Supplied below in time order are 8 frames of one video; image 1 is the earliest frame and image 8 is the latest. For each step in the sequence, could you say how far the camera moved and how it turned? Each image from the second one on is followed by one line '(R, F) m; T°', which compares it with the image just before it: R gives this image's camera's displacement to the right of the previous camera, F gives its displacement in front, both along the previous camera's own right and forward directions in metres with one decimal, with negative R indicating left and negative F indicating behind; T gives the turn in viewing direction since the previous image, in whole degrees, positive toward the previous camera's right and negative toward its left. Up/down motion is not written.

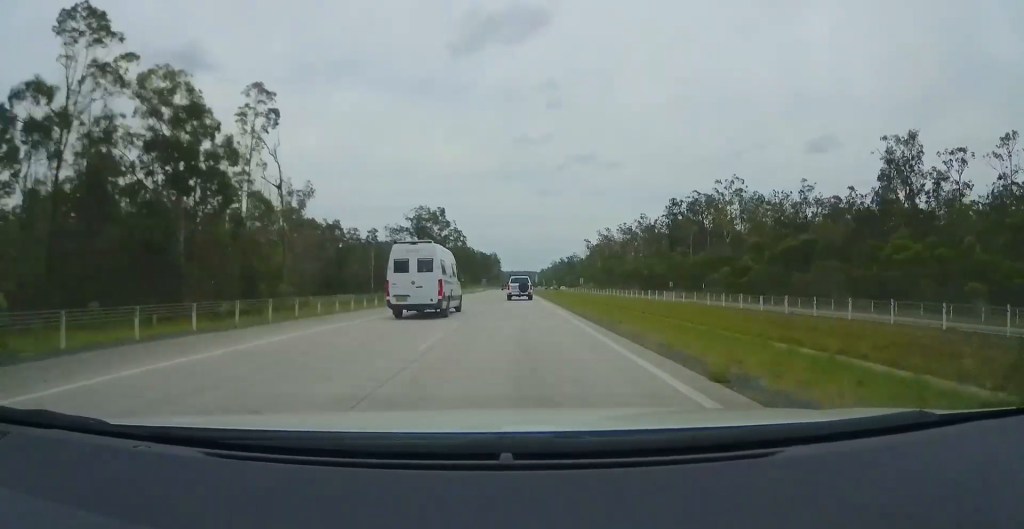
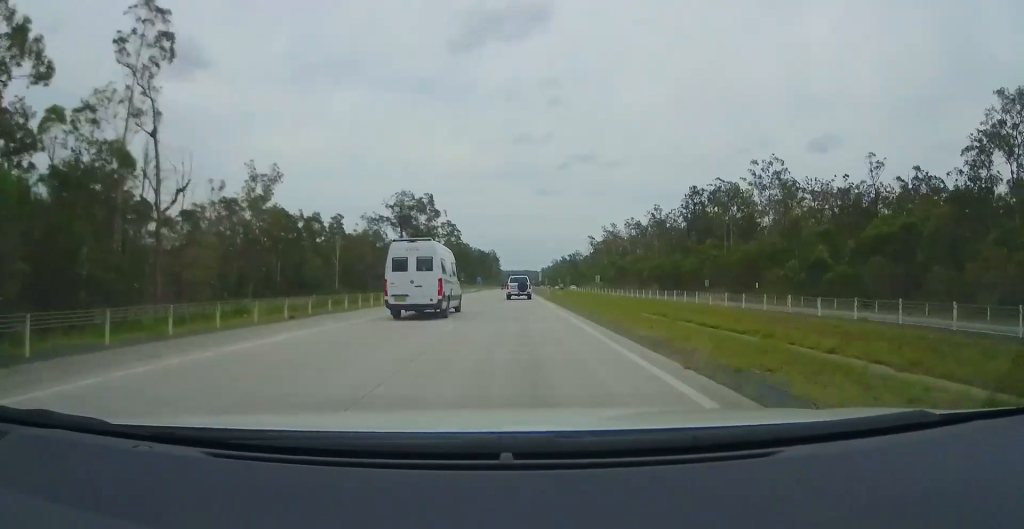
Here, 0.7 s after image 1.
(0.0, +21.8) m; +1°
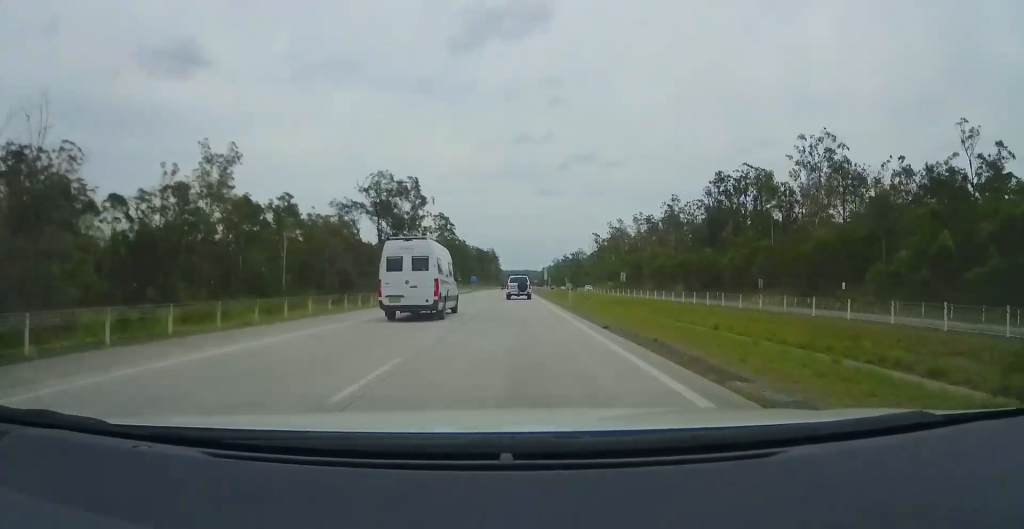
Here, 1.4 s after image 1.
(+0.3, +20.6) m; +1°
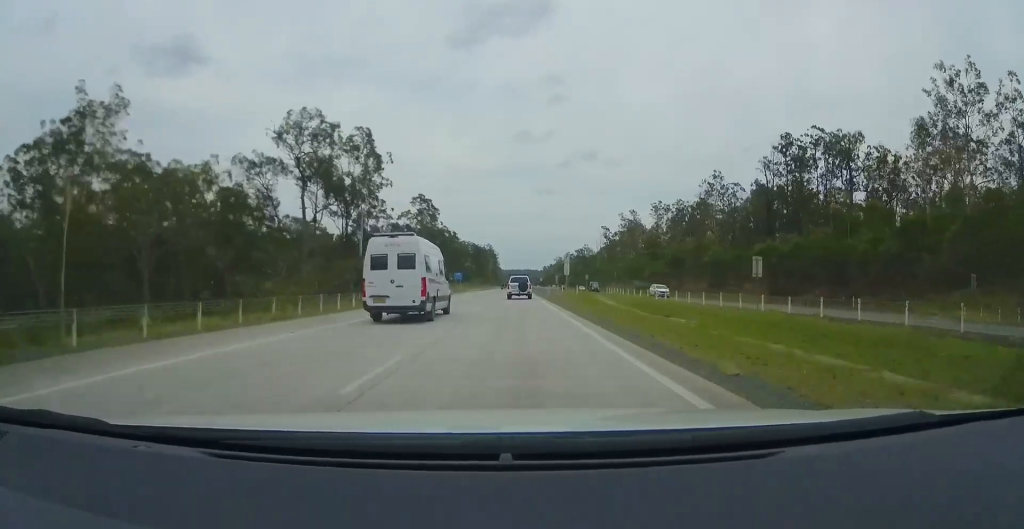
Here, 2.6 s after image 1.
(+0.1, +36.3) m; -1°
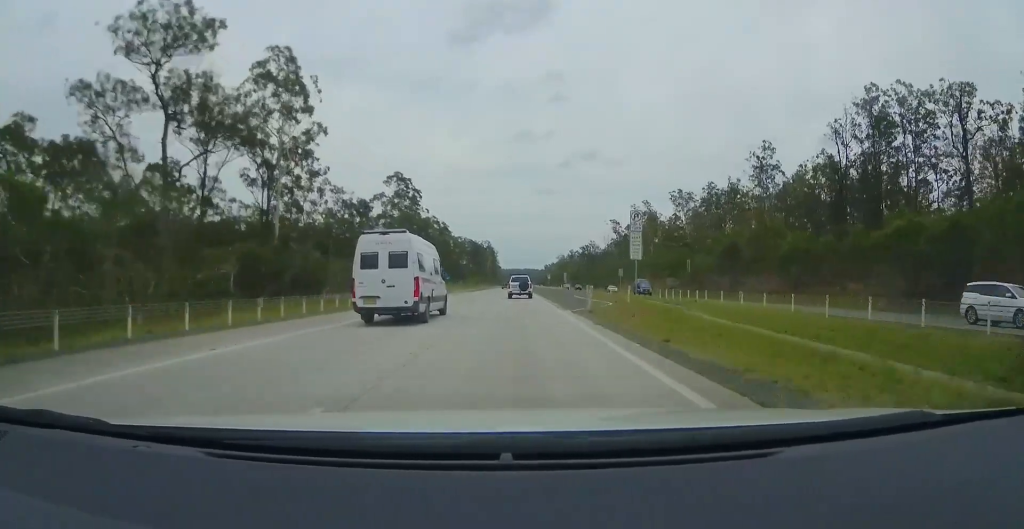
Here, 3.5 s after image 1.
(-0.5, +27.8) m; 0°
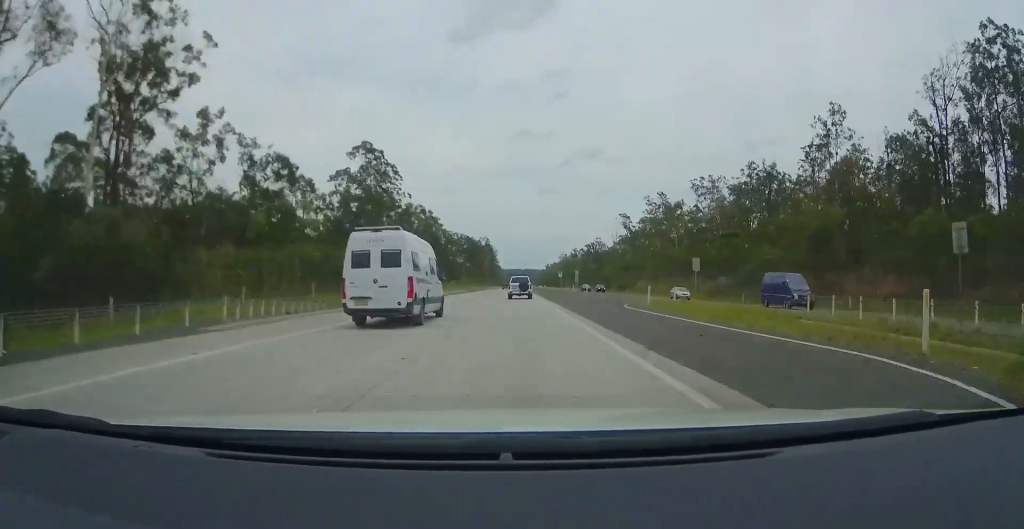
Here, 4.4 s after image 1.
(+0.4, +25.5) m; +1°
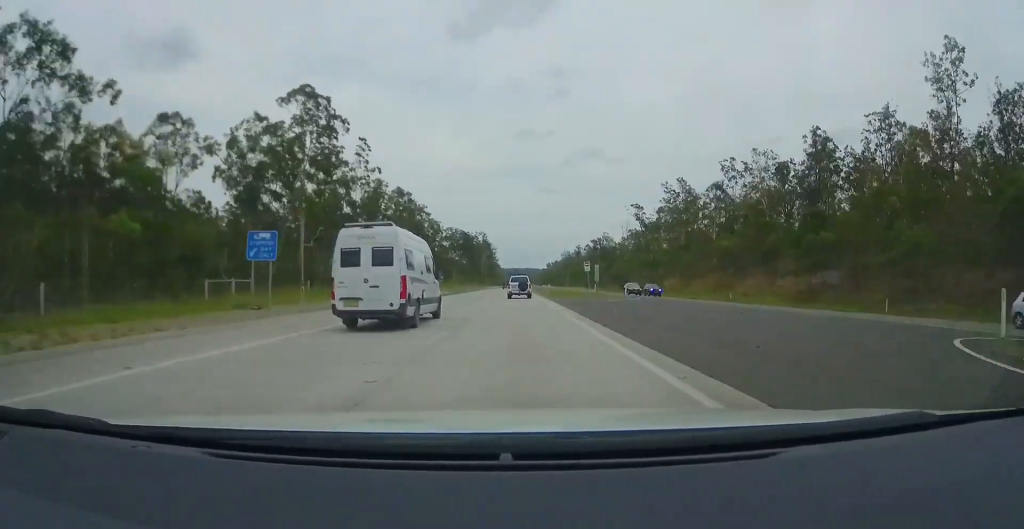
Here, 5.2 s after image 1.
(+0.1, +26.7) m; 0°
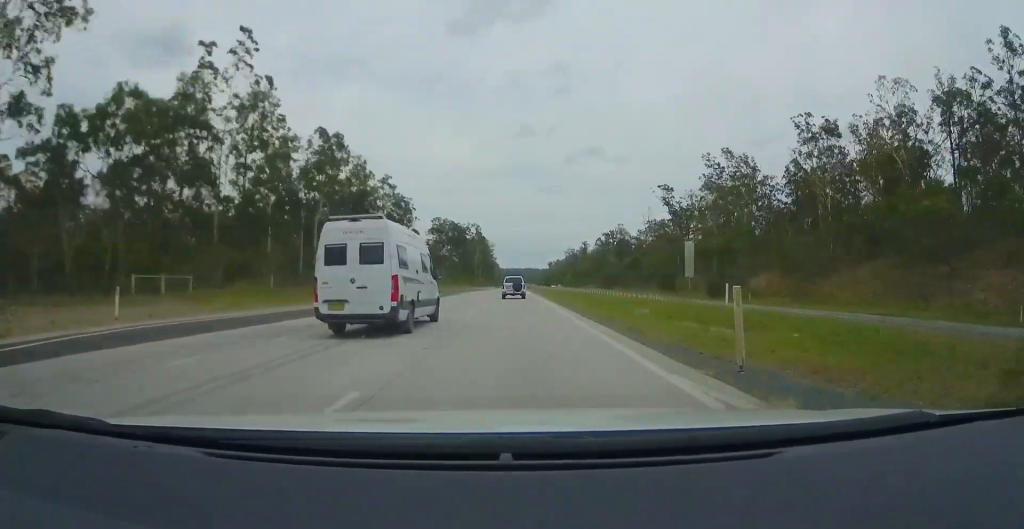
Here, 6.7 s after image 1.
(0.0, +44.7) m; 0°
